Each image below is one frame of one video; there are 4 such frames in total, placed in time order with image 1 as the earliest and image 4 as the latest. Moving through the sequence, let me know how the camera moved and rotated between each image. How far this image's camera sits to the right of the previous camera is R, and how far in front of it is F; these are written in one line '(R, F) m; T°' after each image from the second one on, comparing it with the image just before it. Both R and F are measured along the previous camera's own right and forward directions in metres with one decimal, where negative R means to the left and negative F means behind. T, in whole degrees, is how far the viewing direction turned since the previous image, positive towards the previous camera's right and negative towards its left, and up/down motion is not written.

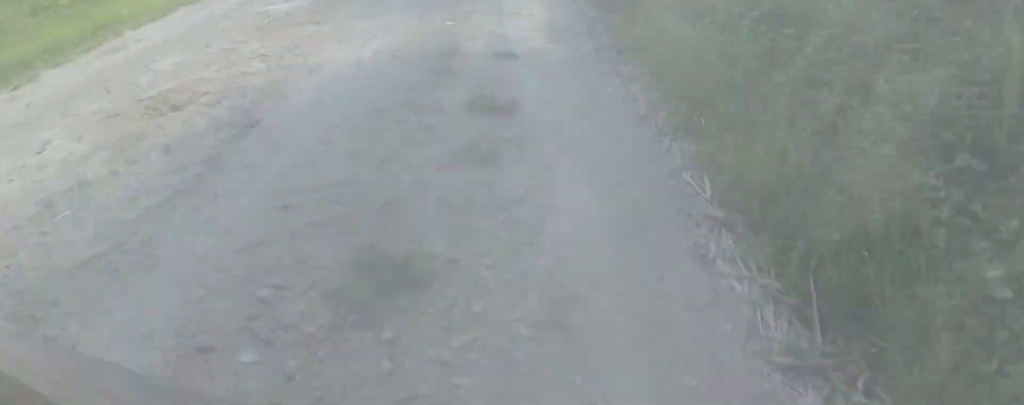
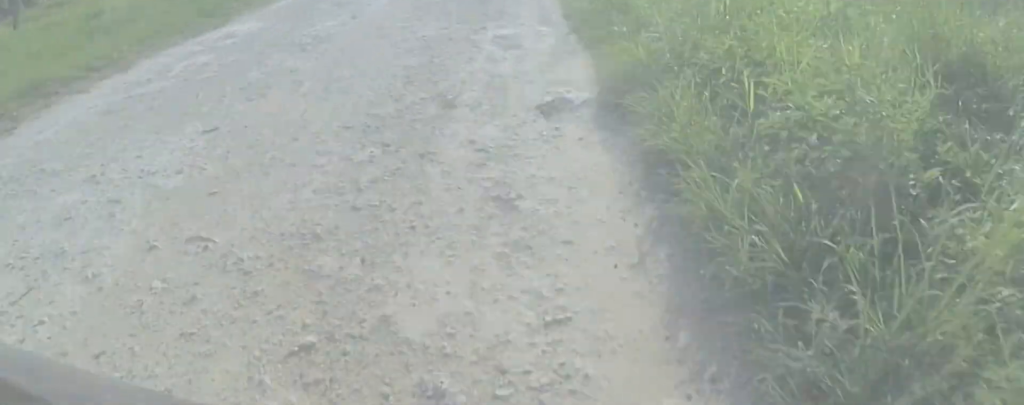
(-1.3, +24.1) m; -4°
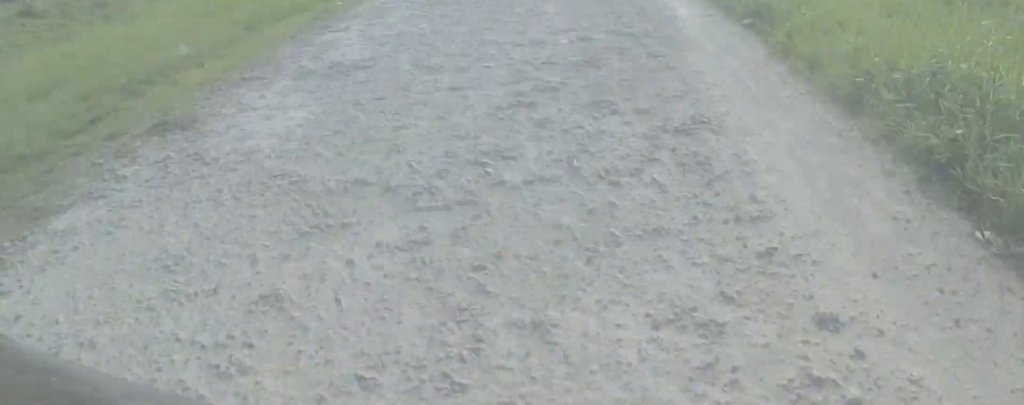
(-0.5, +17.7) m; +1°
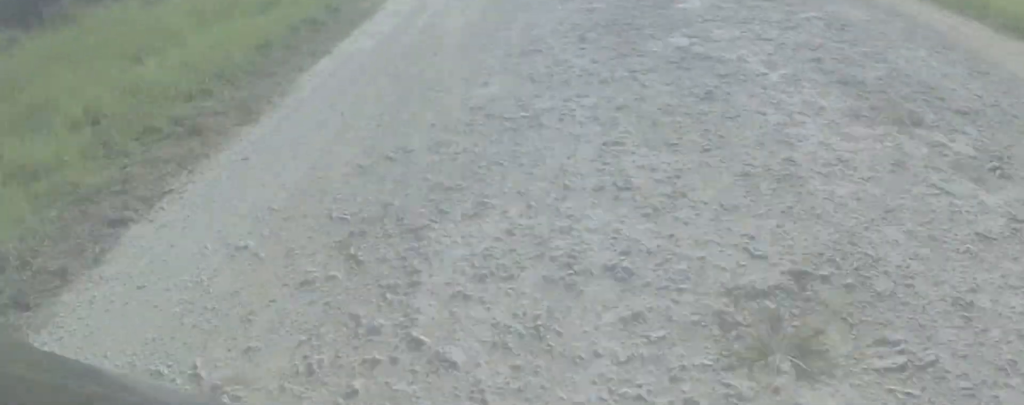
(+0.2, +21.8) m; -1°
